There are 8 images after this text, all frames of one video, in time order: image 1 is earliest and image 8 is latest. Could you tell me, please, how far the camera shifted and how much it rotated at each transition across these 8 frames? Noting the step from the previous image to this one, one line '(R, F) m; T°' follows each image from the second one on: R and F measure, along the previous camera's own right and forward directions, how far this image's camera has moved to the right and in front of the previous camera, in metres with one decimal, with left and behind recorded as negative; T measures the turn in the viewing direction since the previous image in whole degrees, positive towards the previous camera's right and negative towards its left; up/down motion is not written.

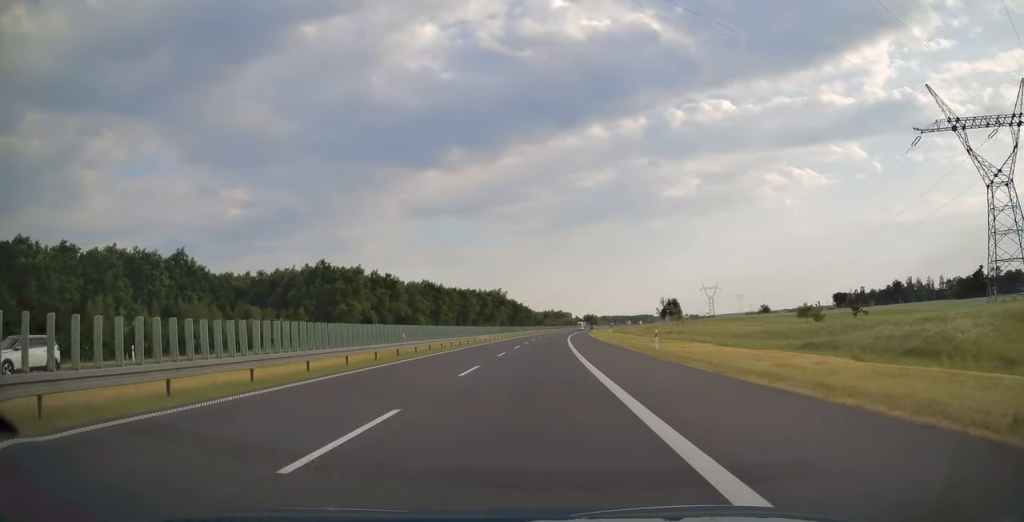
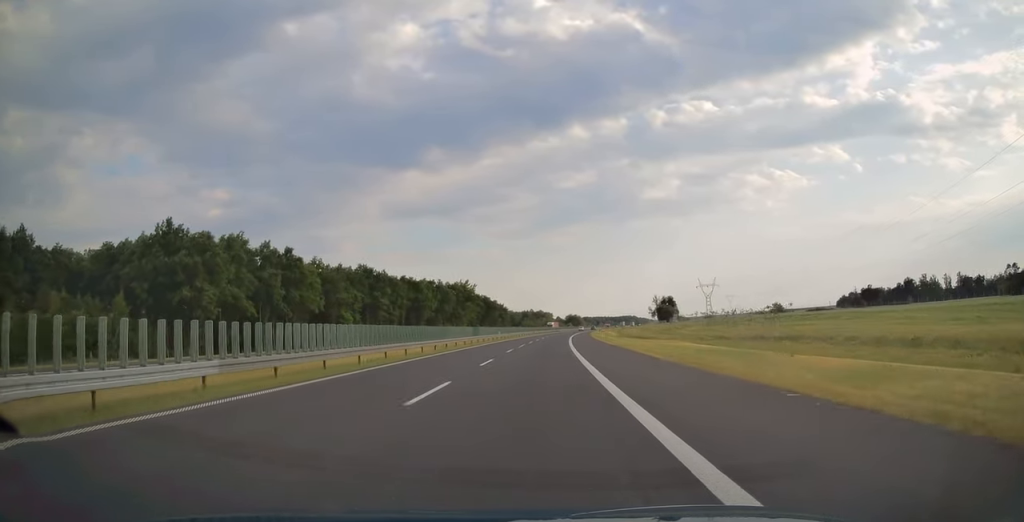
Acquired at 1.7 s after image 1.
(+1.0, +54.1) m; +2°
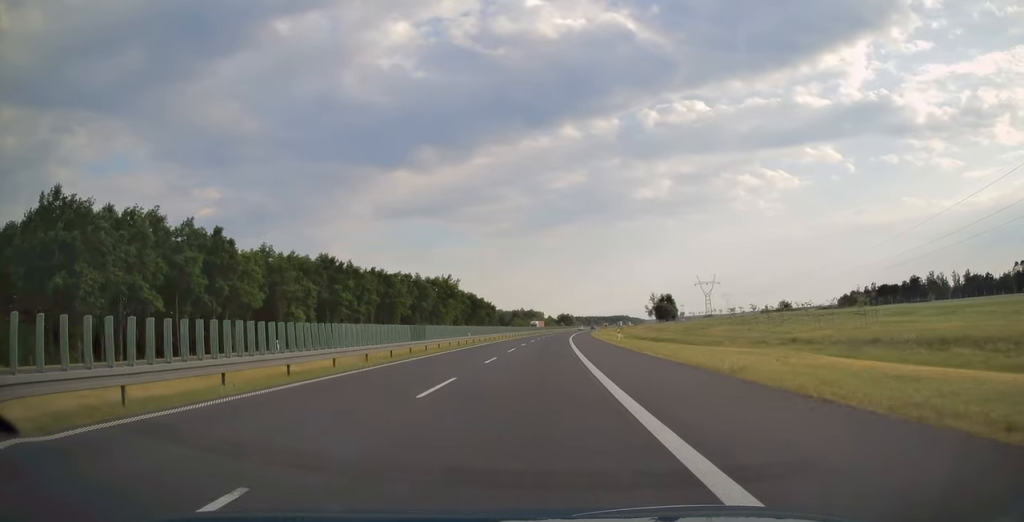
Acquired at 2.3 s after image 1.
(0.0, +22.9) m; +1°
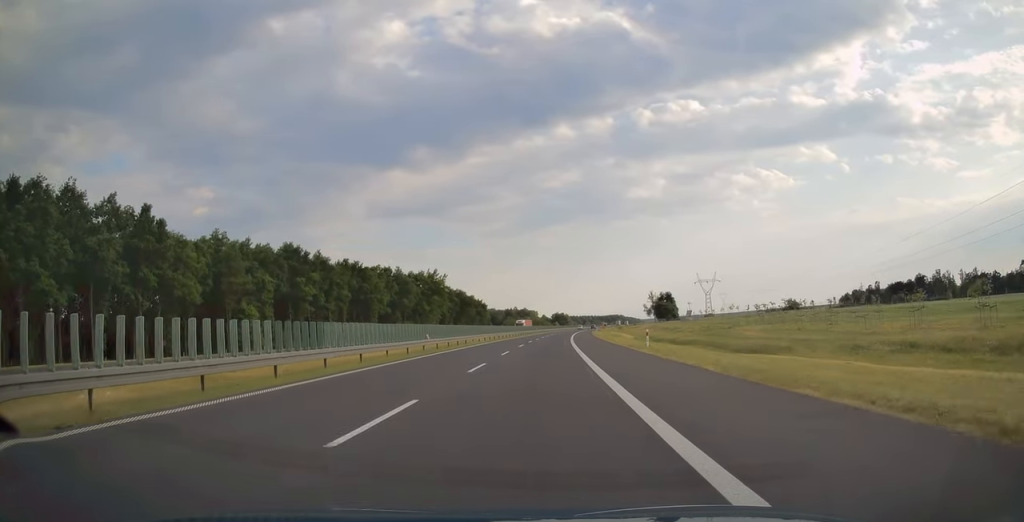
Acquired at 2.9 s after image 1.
(+0.2, +16.9) m; +1°
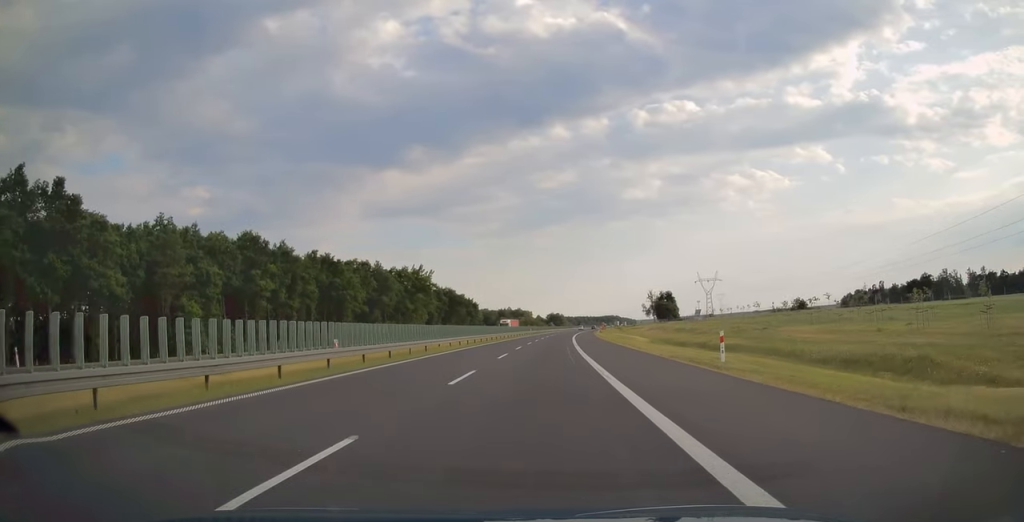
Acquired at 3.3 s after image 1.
(0.0, +15.8) m; +1°
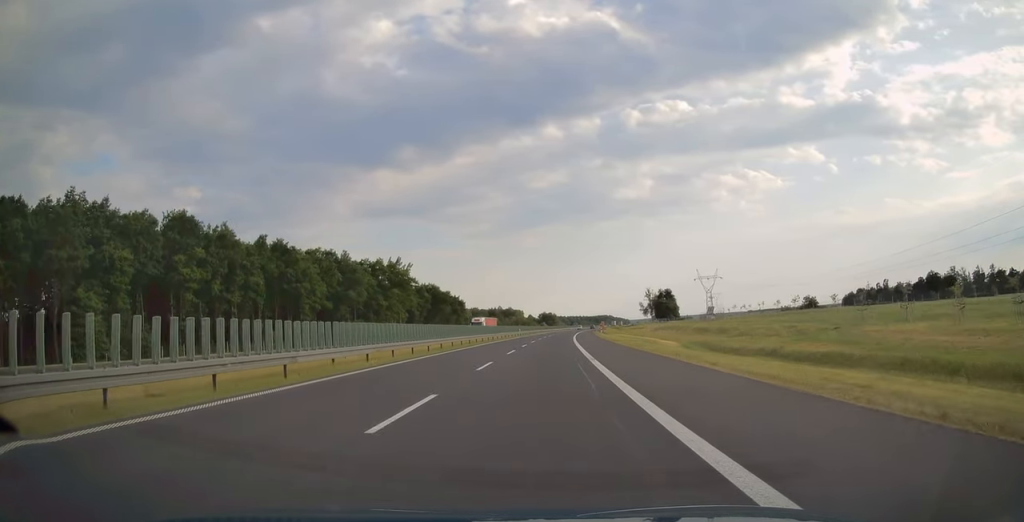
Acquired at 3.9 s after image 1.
(+0.2, +19.6) m; +1°
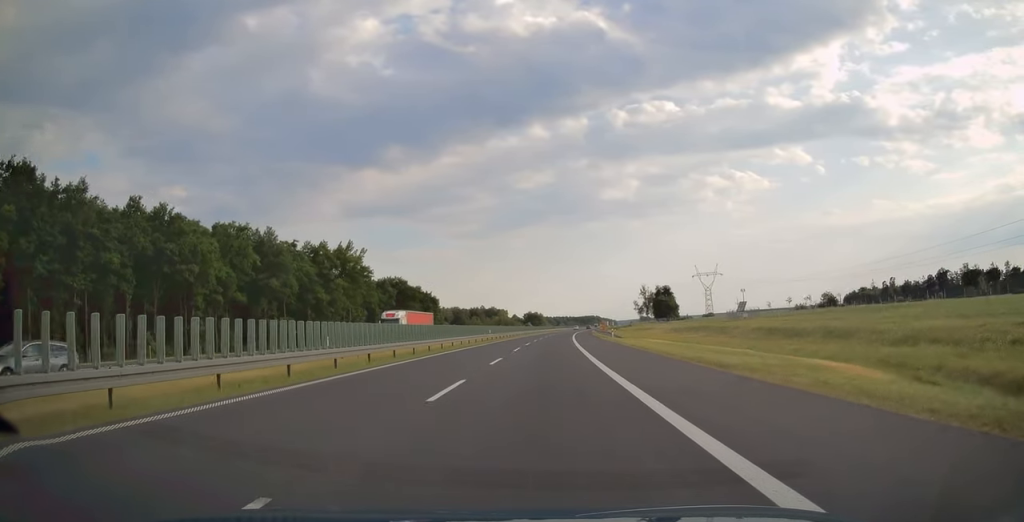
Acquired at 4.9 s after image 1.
(+0.3, +31.7) m; +1°
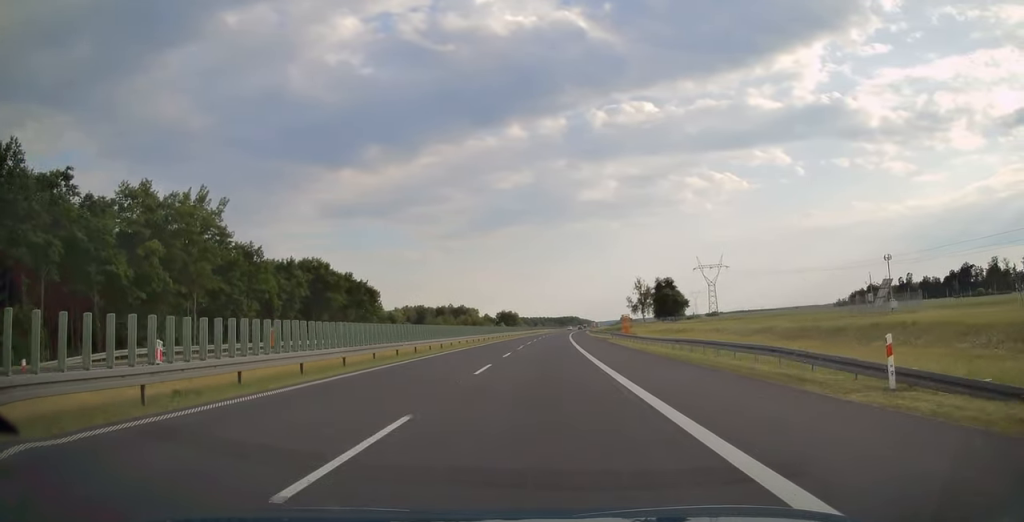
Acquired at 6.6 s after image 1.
(+1.0, +54.6) m; +2°
